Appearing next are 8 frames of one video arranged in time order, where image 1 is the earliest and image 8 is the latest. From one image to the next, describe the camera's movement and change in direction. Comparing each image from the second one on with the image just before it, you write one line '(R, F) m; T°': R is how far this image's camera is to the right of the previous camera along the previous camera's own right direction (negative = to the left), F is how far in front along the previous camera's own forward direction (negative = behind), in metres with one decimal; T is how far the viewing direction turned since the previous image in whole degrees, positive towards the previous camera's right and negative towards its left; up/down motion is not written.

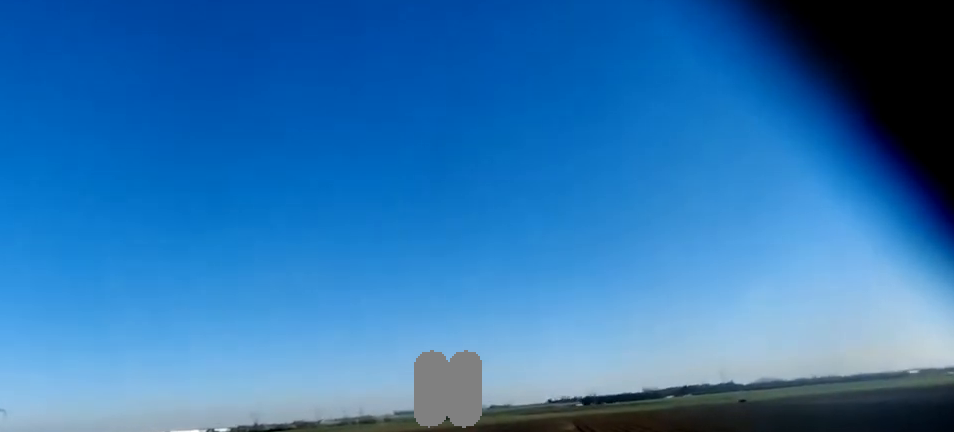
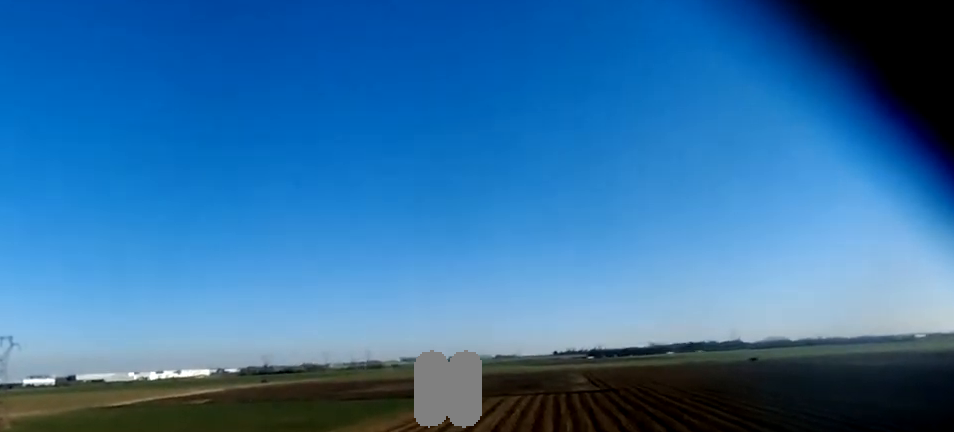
(0.0, +8.2) m; 0°
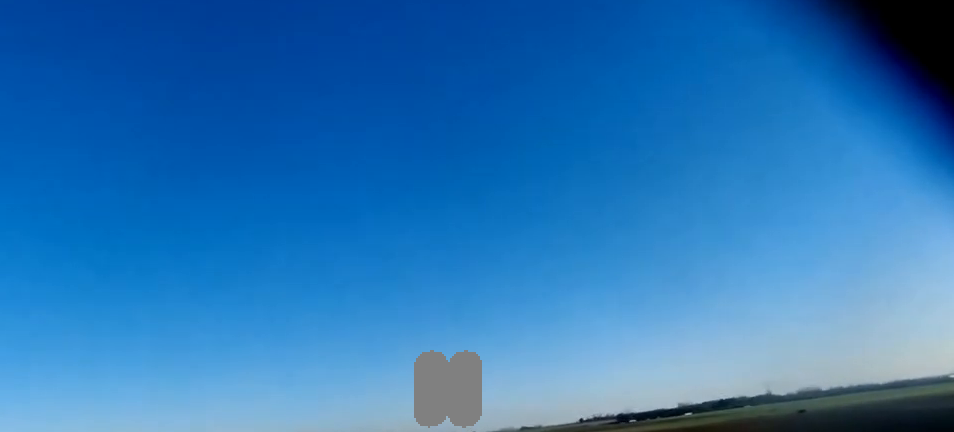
(-0.4, +21.9) m; -1°
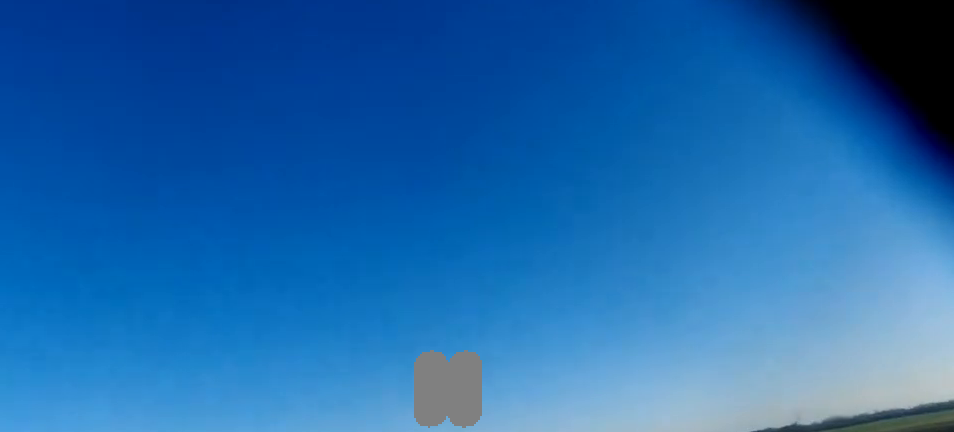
(+0.3, +20.5) m; +1°
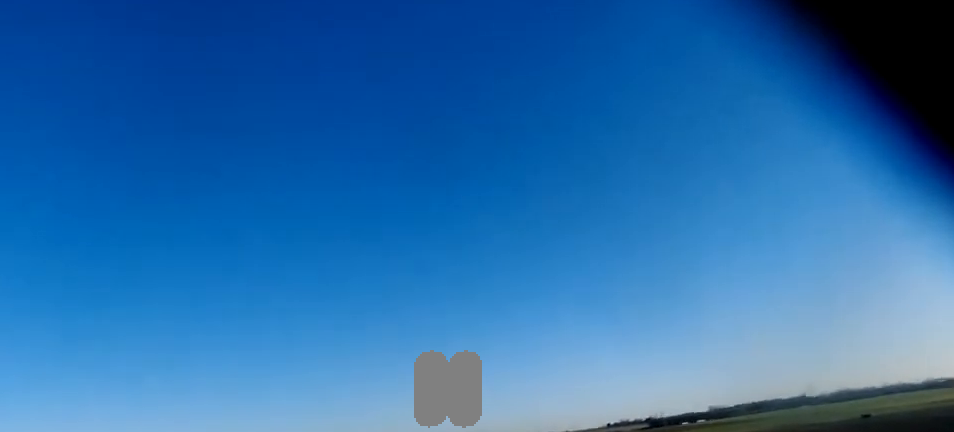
(+0.1, +11.2) m; -4°
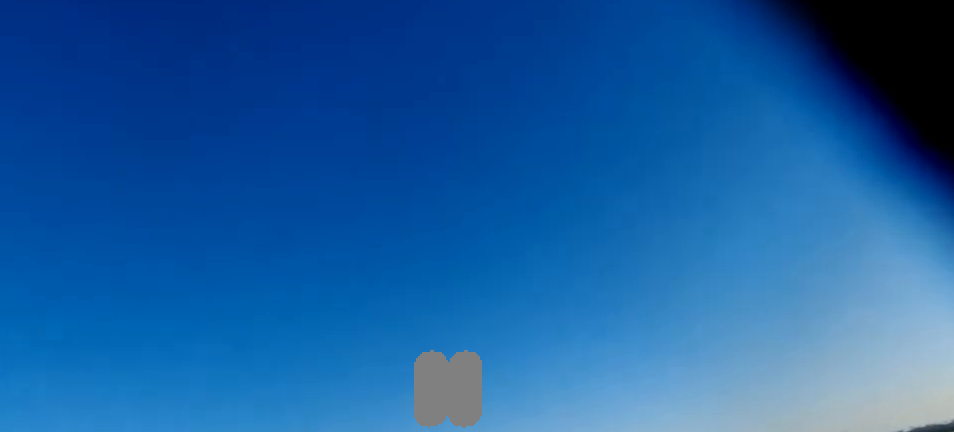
(-1.0, +13.1) m; -2°
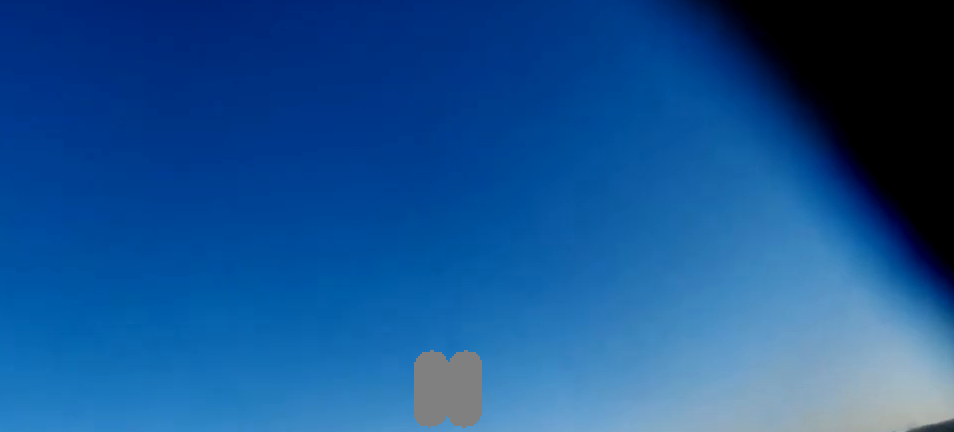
(+0.9, +22.9) m; +6°
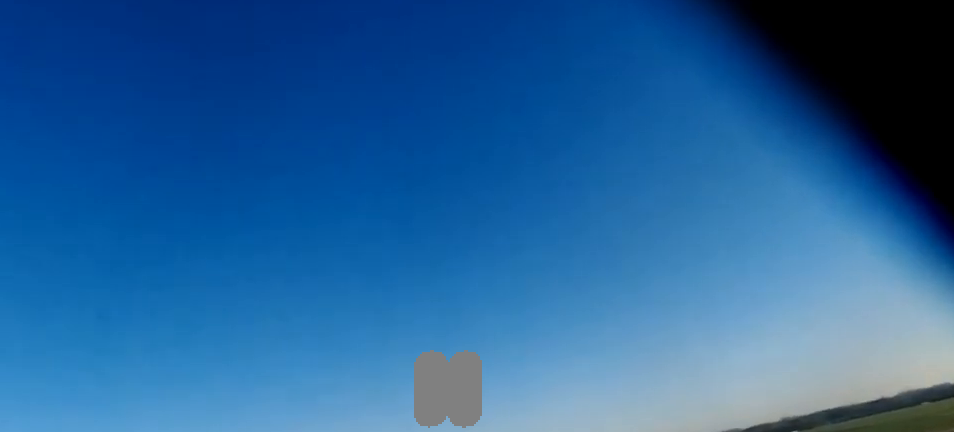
(+0.3, +14.0) m; +6°
